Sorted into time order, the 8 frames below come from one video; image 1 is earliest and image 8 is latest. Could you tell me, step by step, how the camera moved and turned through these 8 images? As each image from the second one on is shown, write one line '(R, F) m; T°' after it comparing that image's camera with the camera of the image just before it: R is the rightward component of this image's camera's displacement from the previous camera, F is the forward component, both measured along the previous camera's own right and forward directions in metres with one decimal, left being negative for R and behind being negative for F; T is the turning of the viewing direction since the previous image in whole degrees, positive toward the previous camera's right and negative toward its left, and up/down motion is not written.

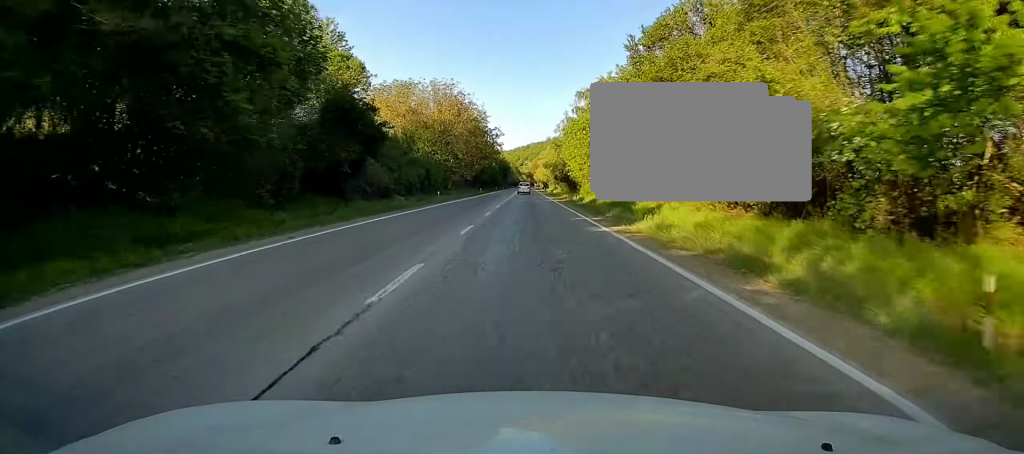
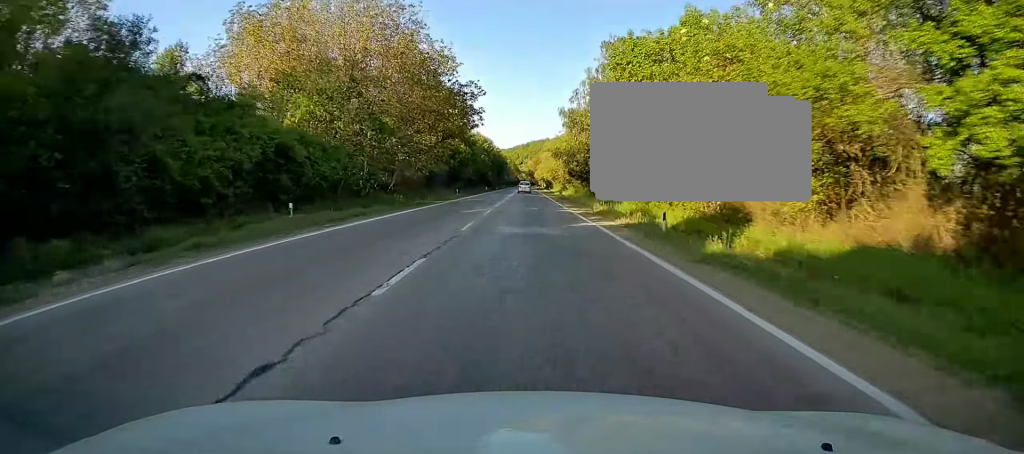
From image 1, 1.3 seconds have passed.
(-0.4, +35.2) m; -1°
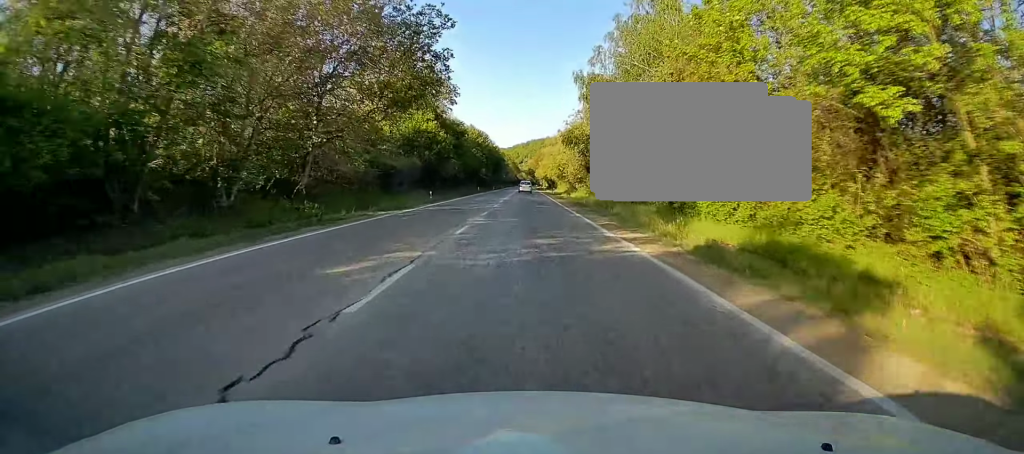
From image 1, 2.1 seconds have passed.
(+0.1, +19.4) m; 0°
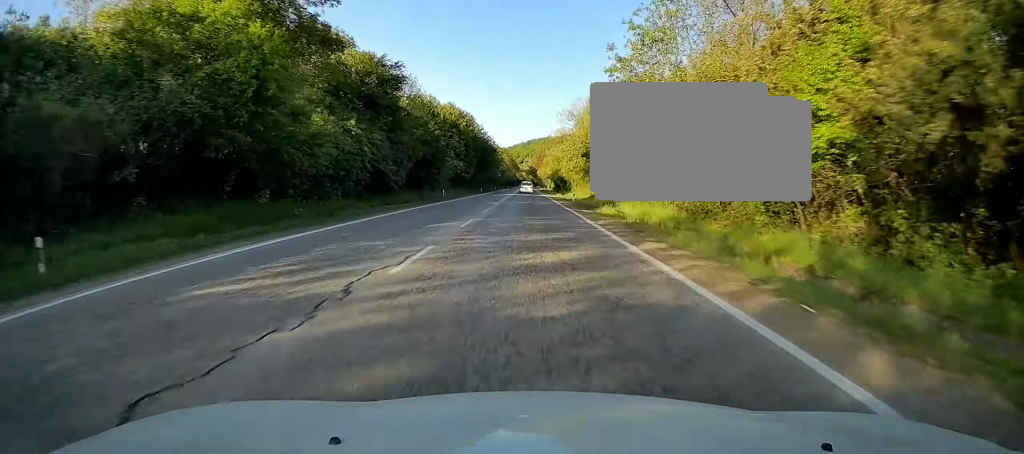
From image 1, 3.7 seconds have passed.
(-0.1, +42.3) m; 0°
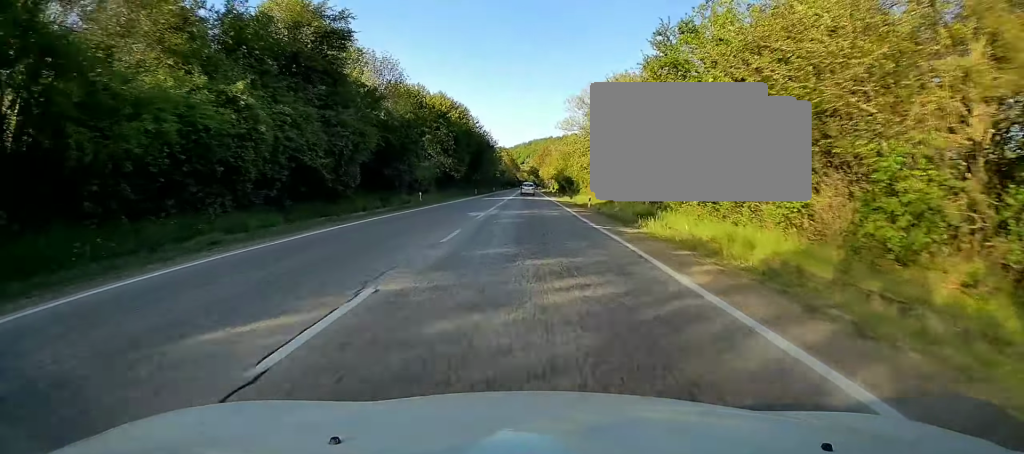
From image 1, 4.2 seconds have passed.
(0.0, +13.2) m; 0°
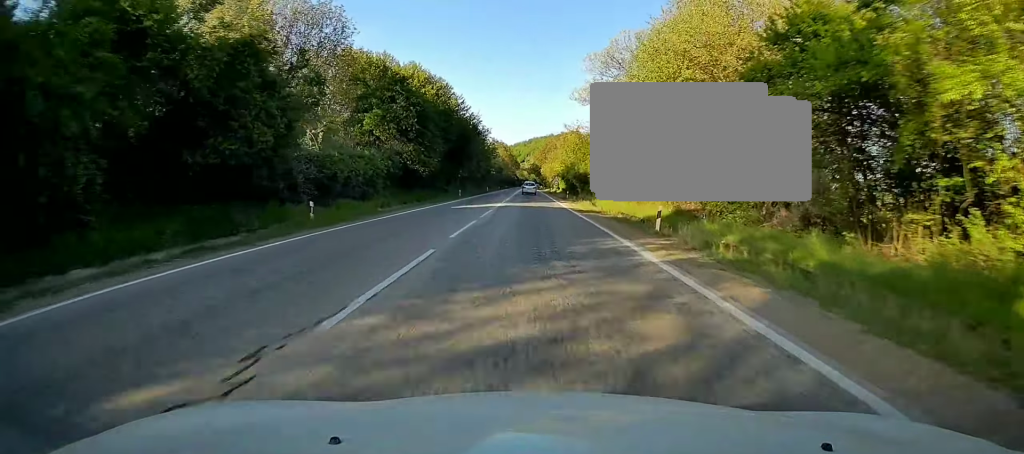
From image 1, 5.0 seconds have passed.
(+0.1, +22.9) m; 0°
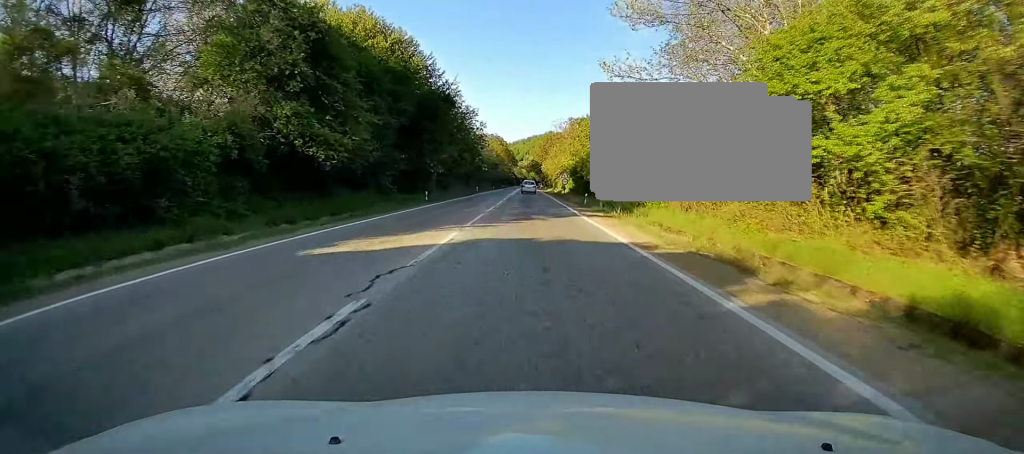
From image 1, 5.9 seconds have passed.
(0.0, +22.9) m; 0°
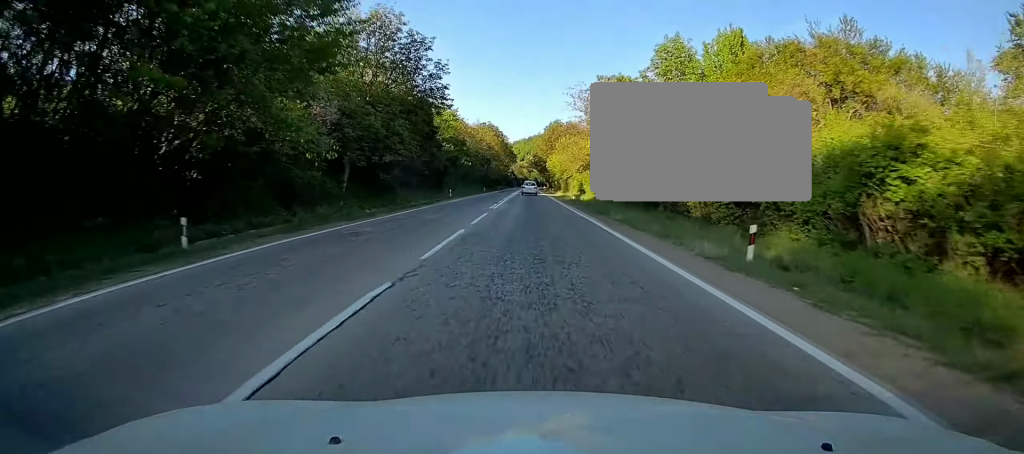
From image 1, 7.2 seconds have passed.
(-0.1, +35.2) m; 0°
